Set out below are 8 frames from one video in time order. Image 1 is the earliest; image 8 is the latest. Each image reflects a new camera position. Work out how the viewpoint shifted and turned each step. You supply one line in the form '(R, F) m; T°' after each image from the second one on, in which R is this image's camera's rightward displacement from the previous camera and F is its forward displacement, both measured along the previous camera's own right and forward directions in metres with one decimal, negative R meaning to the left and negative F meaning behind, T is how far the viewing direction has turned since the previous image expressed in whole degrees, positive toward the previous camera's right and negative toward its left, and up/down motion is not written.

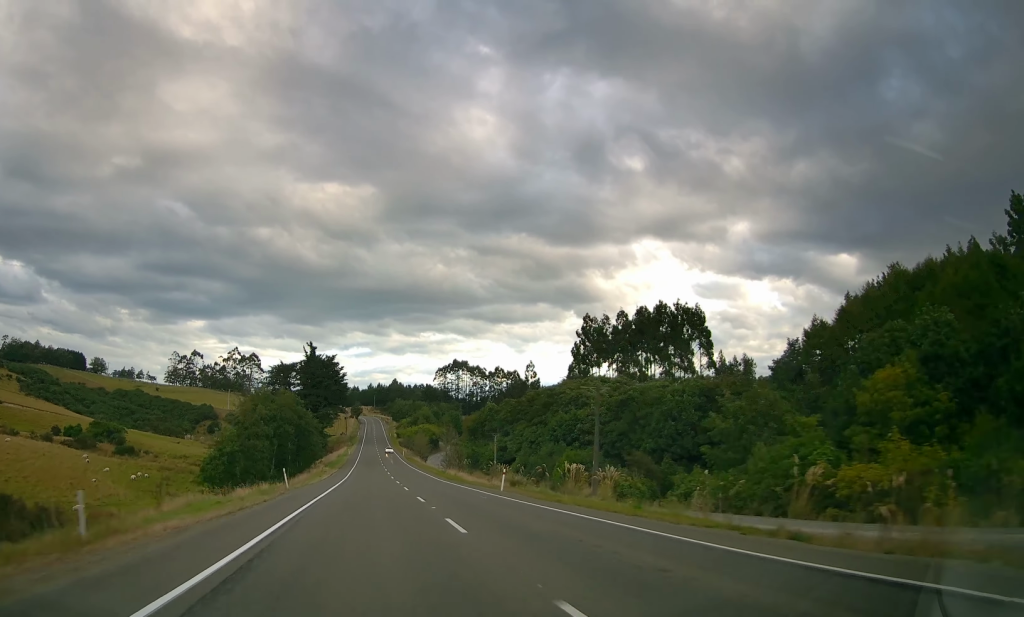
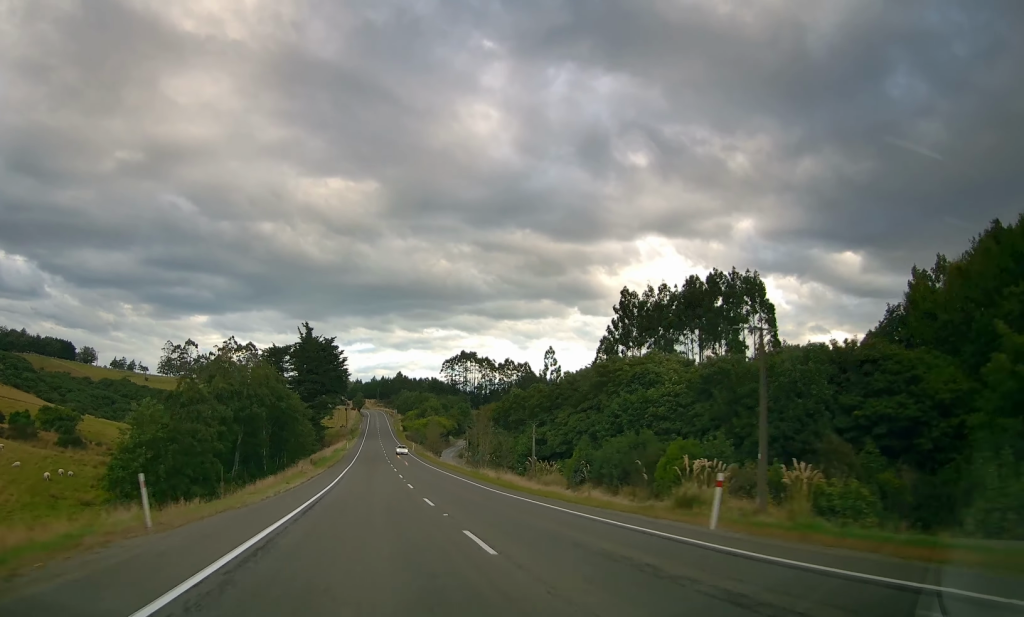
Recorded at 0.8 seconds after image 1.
(0.0, +23.0) m; +1°
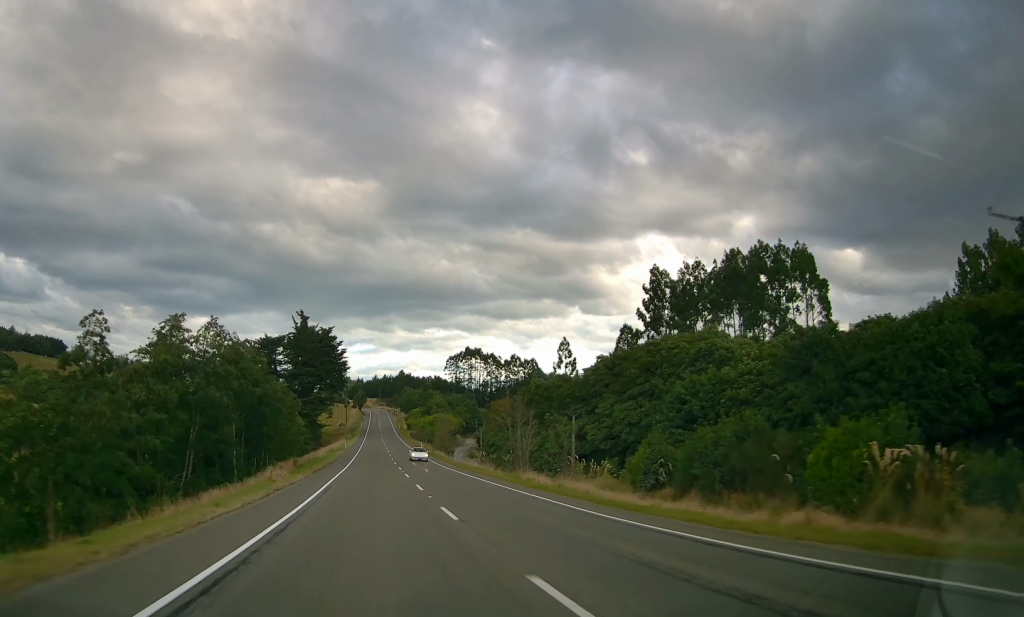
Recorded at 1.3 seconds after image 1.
(-0.2, +15.4) m; +1°
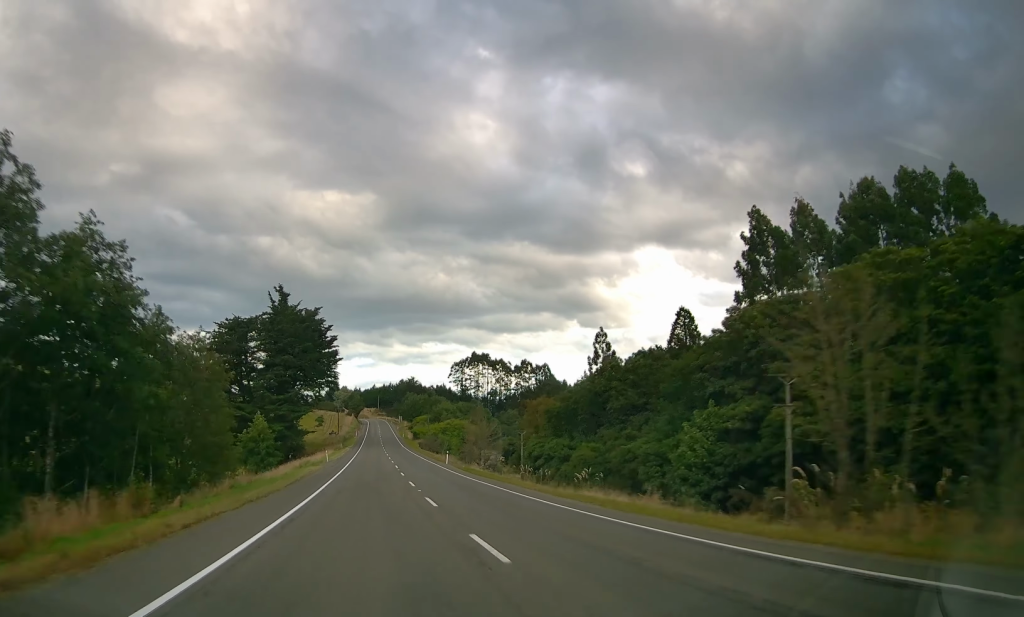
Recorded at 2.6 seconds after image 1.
(+0.9, +35.6) m; 0°
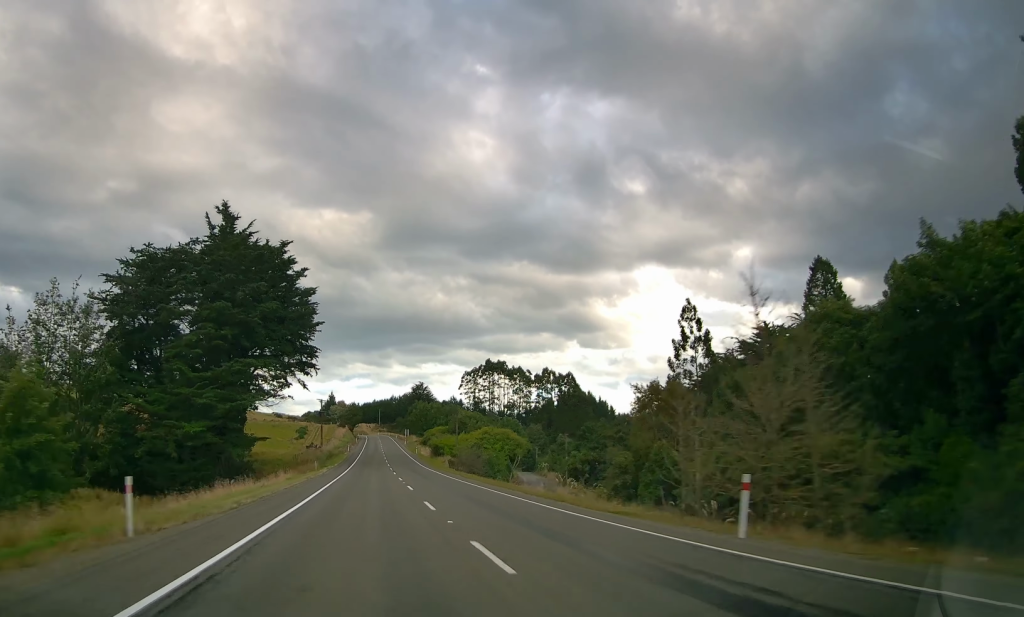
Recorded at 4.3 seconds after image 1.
(-1.9, +49.6) m; -2°
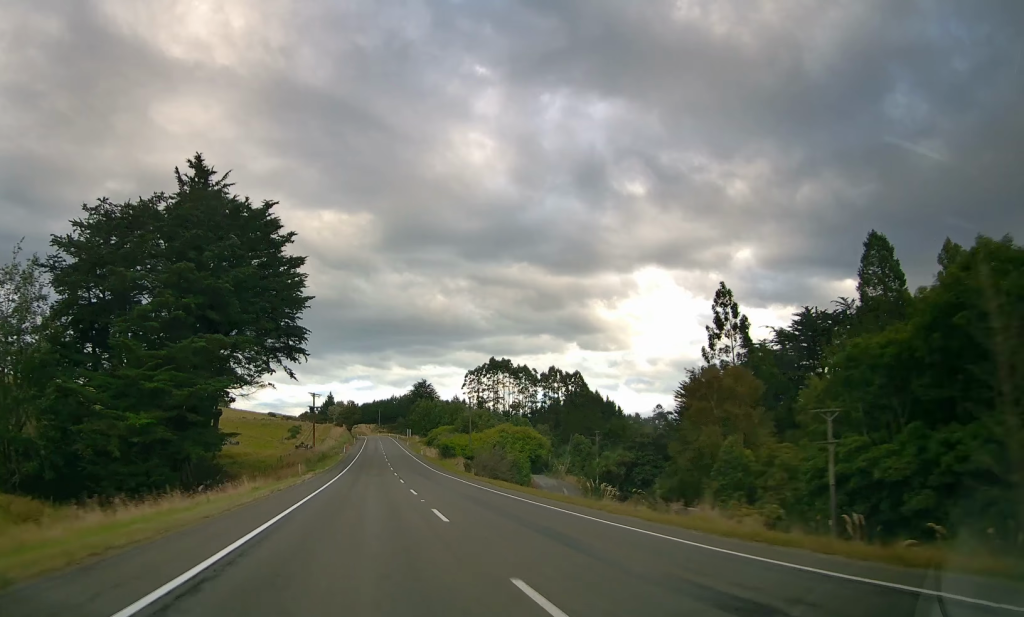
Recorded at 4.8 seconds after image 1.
(+0.1, +13.2) m; +1°
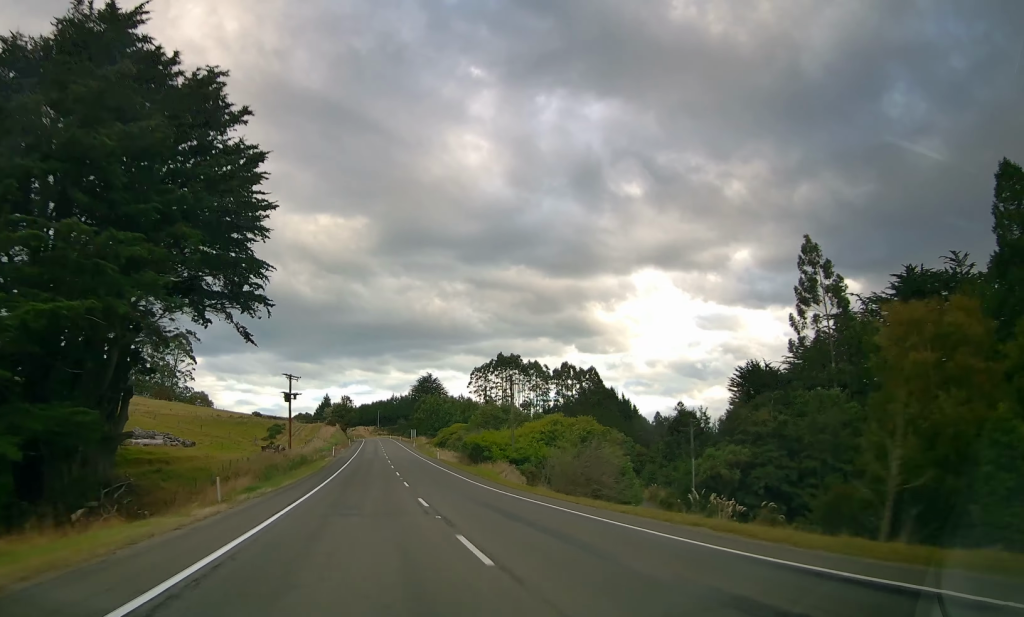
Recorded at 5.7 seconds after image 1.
(+0.3, +25.4) m; +2°
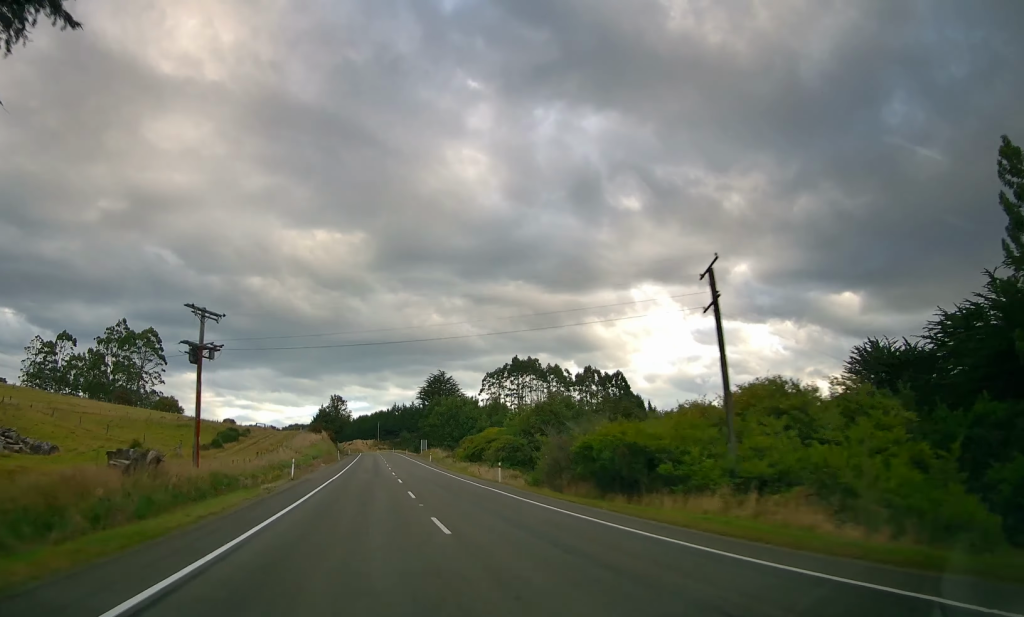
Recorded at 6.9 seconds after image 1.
(+0.3, +35.4) m; -1°
